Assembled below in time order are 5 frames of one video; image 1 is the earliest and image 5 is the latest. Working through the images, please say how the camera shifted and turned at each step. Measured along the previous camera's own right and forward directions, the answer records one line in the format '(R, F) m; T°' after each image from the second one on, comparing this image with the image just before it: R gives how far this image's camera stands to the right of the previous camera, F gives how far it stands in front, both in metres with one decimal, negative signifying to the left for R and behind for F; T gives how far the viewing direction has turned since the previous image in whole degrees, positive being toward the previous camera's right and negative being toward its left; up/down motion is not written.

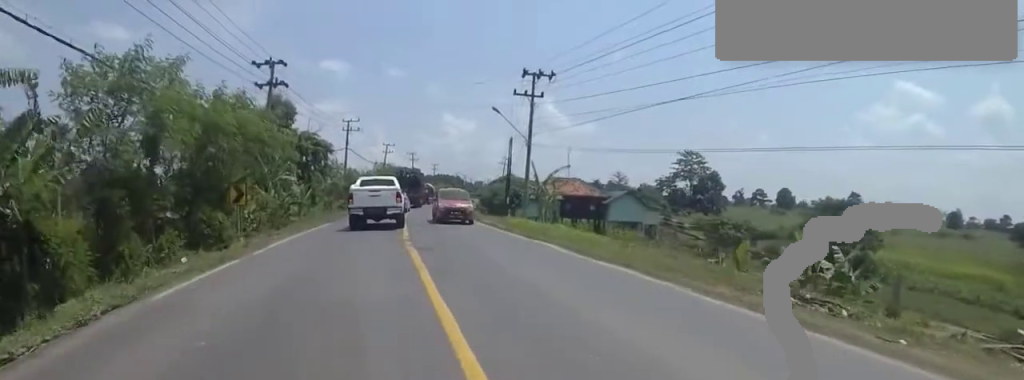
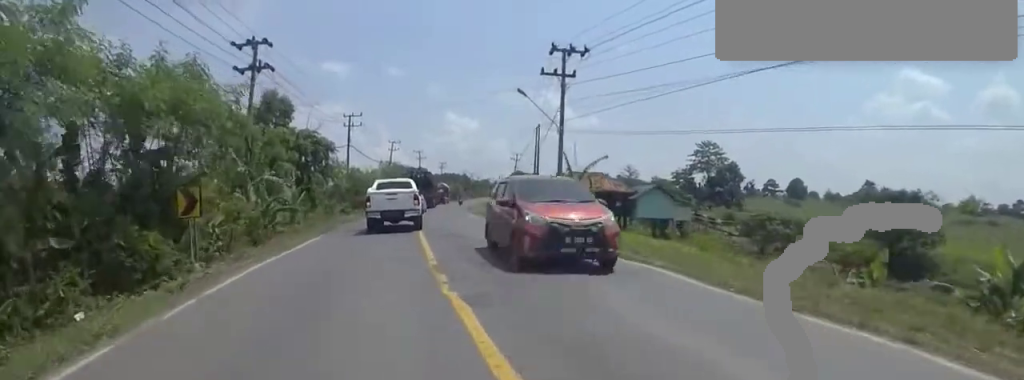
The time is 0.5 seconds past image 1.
(+0.4, +4.1) m; +5°
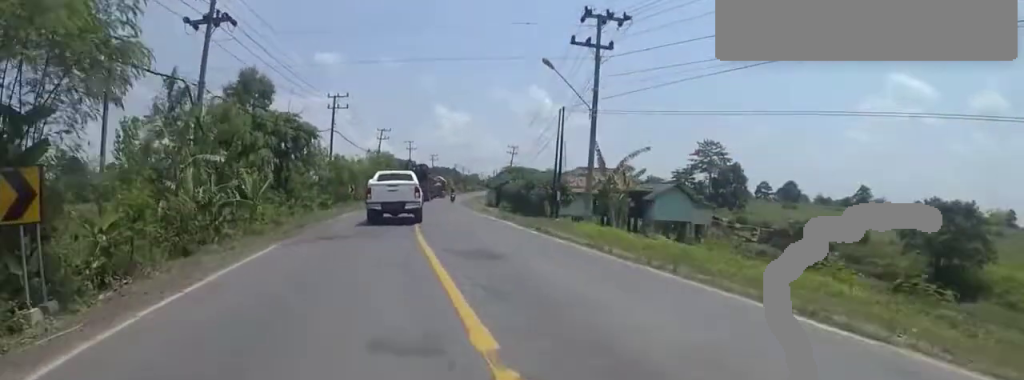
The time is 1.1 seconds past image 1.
(+0.5, +4.4) m; +3°
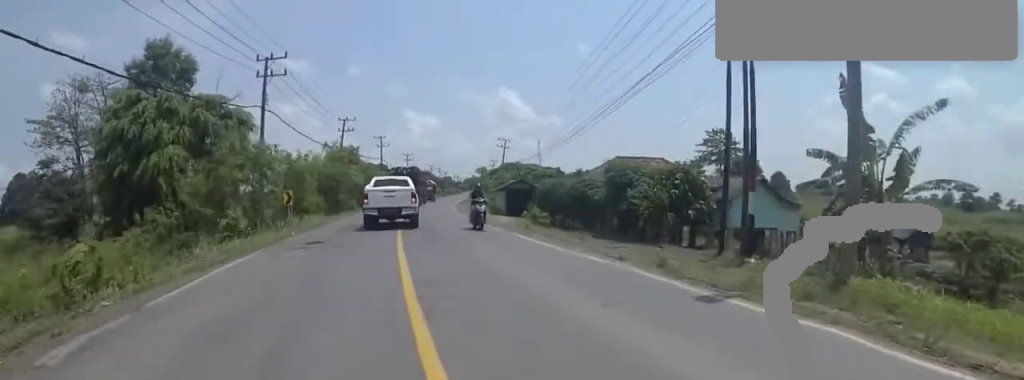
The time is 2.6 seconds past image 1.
(-0.5, +8.8) m; -8°
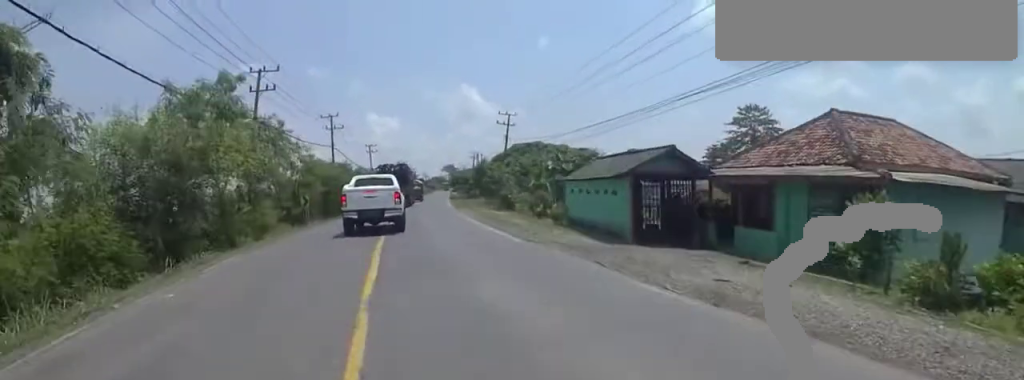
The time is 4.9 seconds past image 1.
(-1.2, +9.6) m; -14°
